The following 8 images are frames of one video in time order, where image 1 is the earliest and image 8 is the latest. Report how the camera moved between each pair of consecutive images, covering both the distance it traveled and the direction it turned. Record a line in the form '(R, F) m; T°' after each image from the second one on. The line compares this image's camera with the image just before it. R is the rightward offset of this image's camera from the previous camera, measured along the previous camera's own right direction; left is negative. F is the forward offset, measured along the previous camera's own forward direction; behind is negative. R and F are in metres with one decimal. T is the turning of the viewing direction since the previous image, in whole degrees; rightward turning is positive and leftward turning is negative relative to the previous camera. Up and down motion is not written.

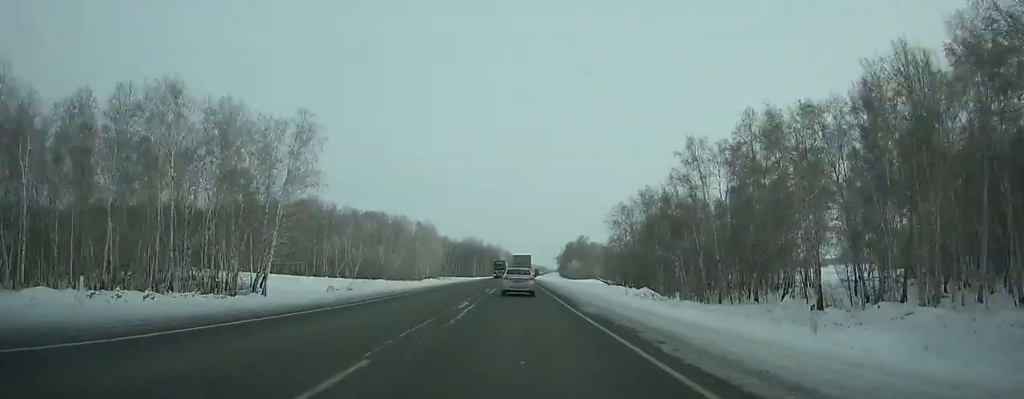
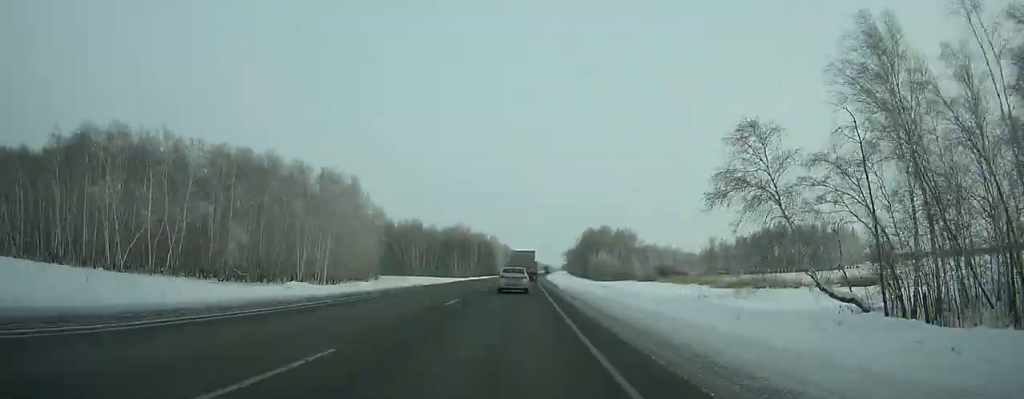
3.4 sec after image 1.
(-0.2, +98.7) m; 0°
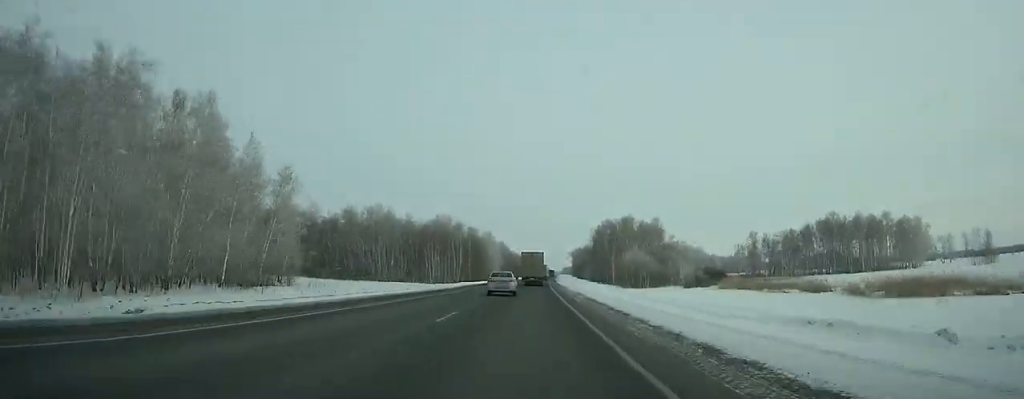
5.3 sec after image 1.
(-0.2, +56.1) m; 0°
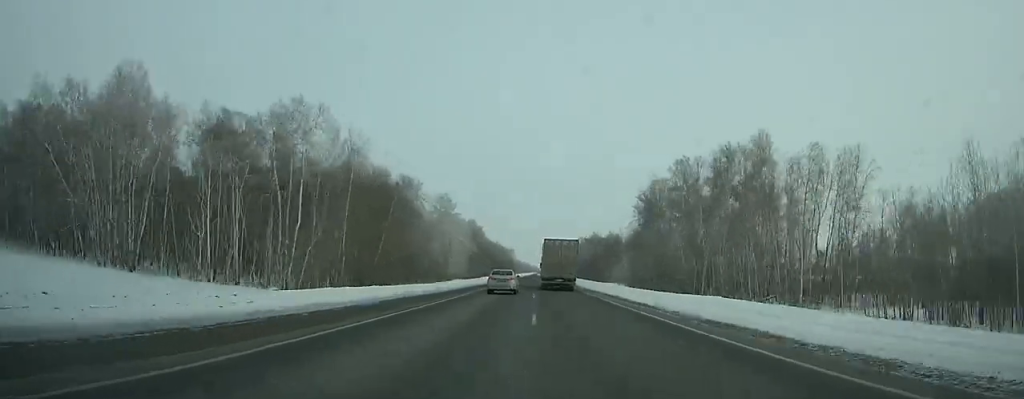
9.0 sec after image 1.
(+1.5, +113.5) m; +2°
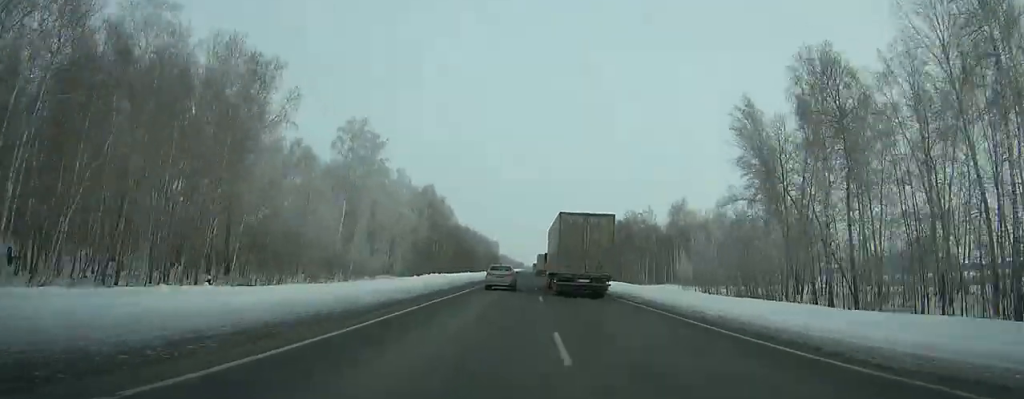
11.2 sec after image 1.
(+0.7, +69.5) m; +1°
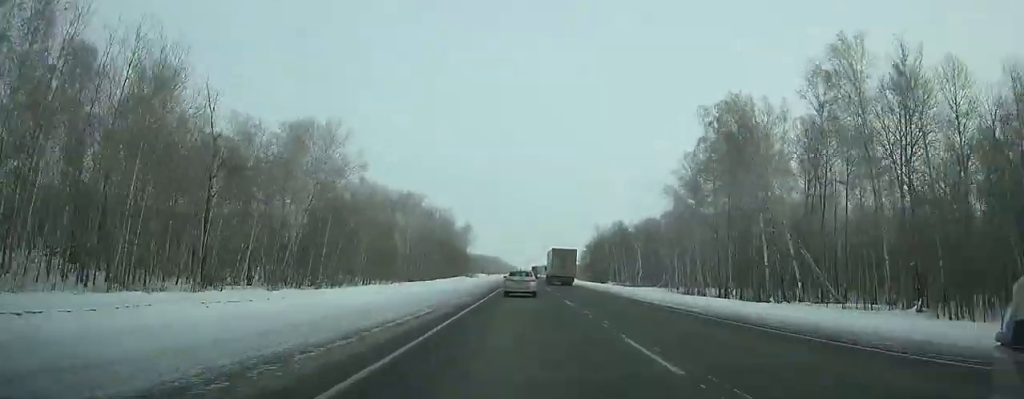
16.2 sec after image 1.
(+1.6, +163.0) m; +1°
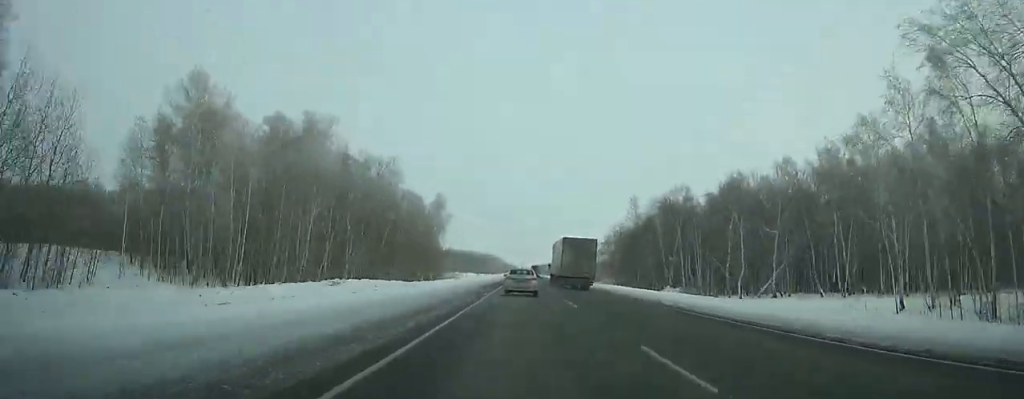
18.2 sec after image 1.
(+0.1, +65.9) m; 0°
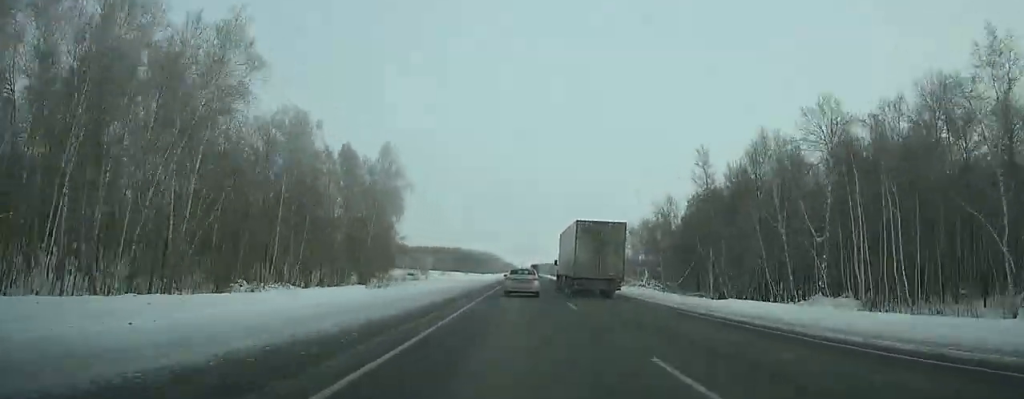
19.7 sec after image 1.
(+0.1, +49.6) m; 0°
